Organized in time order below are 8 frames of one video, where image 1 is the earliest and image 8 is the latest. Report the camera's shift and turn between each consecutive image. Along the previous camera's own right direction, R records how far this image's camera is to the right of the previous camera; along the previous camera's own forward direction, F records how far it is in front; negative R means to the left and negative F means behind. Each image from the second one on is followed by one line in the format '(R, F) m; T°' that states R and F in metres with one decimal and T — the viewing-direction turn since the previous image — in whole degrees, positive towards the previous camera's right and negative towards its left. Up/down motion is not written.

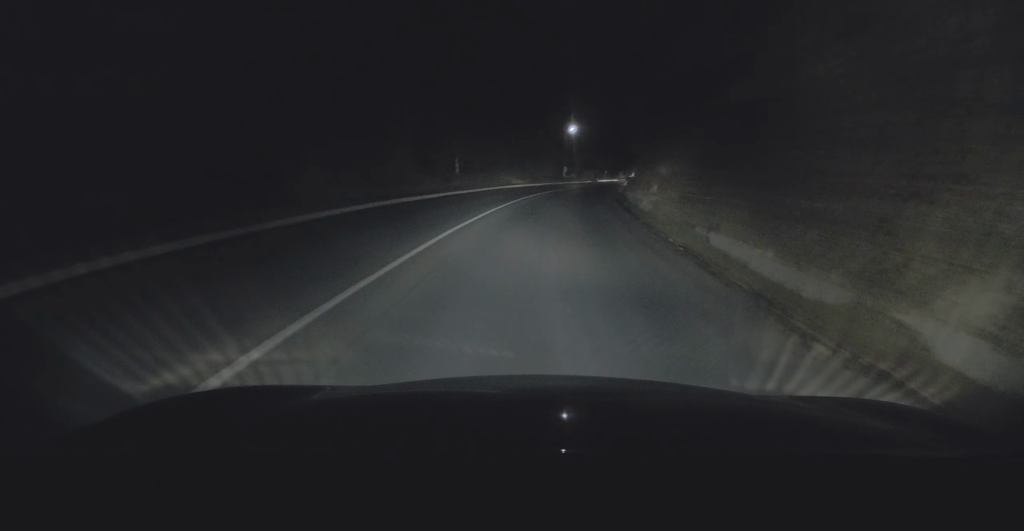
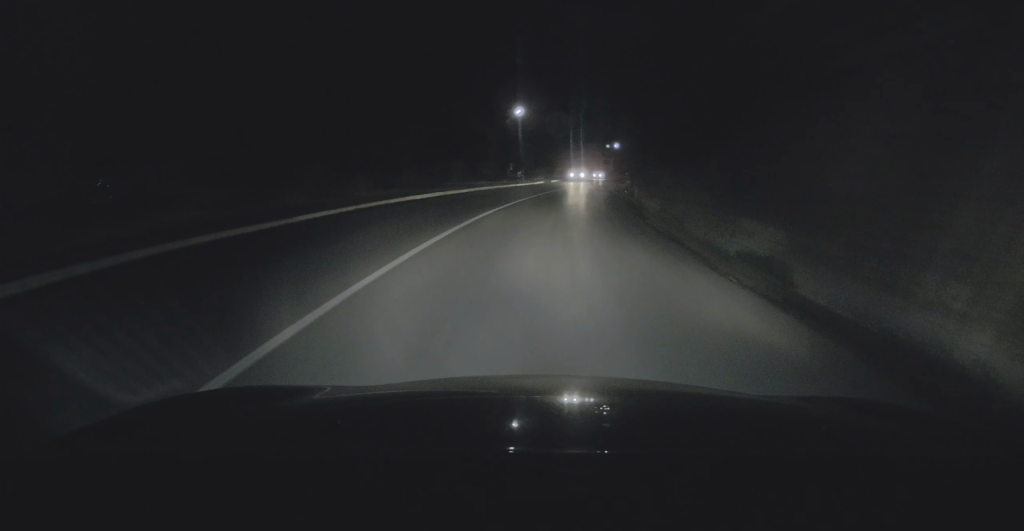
(+1.6, +22.7) m; +8°
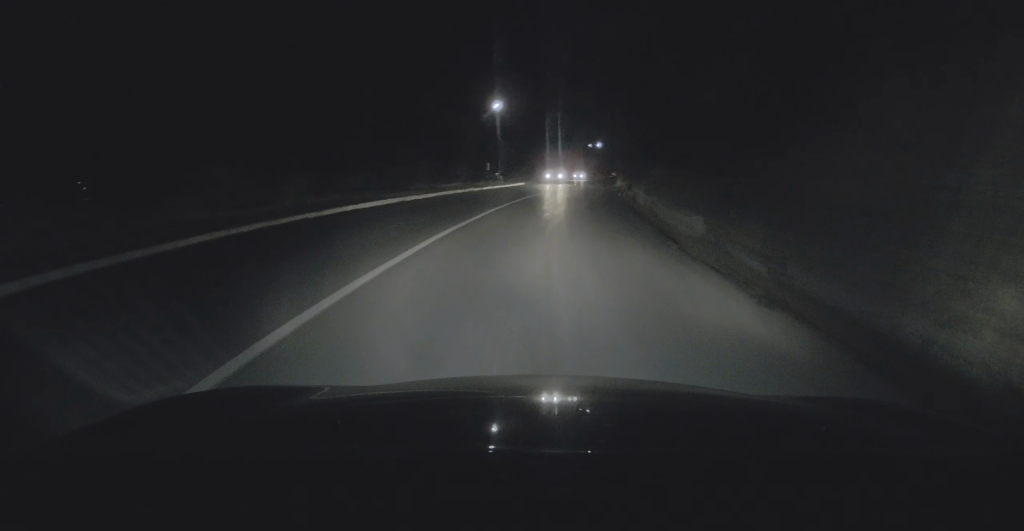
(0.0, +6.4) m; +2°
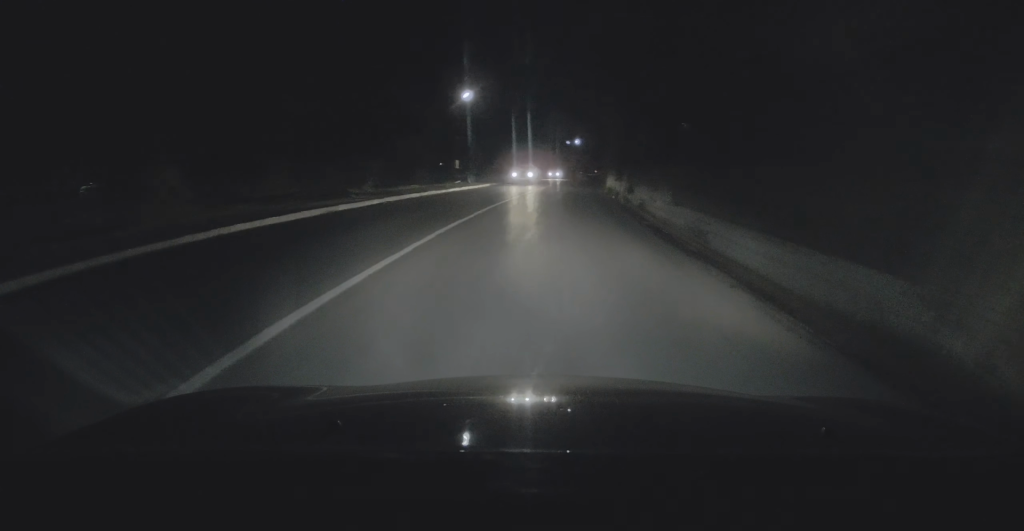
(+0.2, +6.5) m; +2°
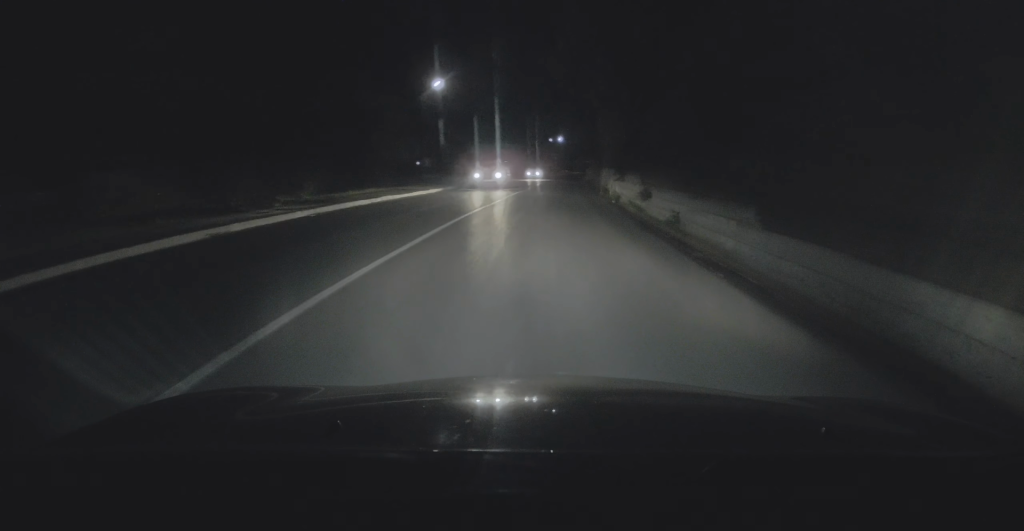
(+0.1, +6.5) m; +2°
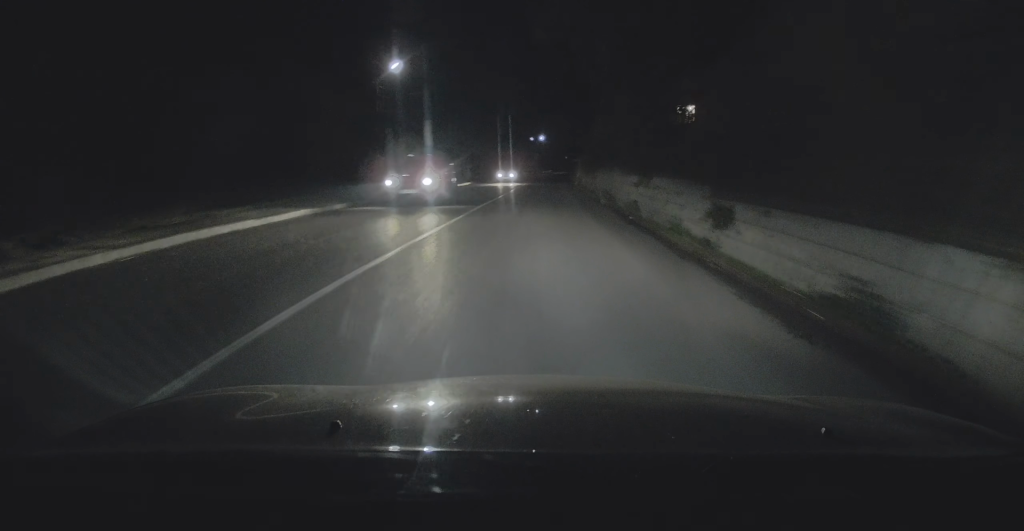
(+0.2, +8.2) m; +1°
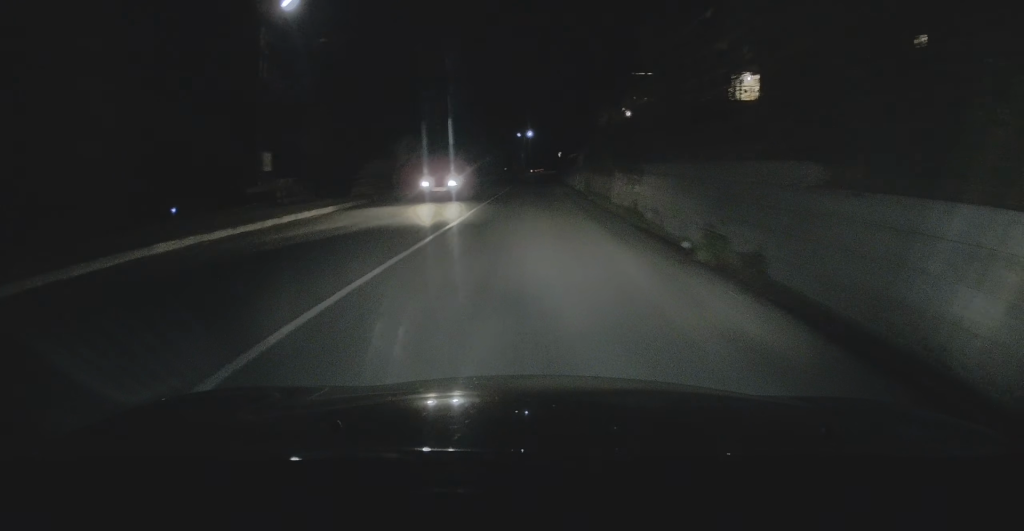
(+0.2, +14.9) m; +1°
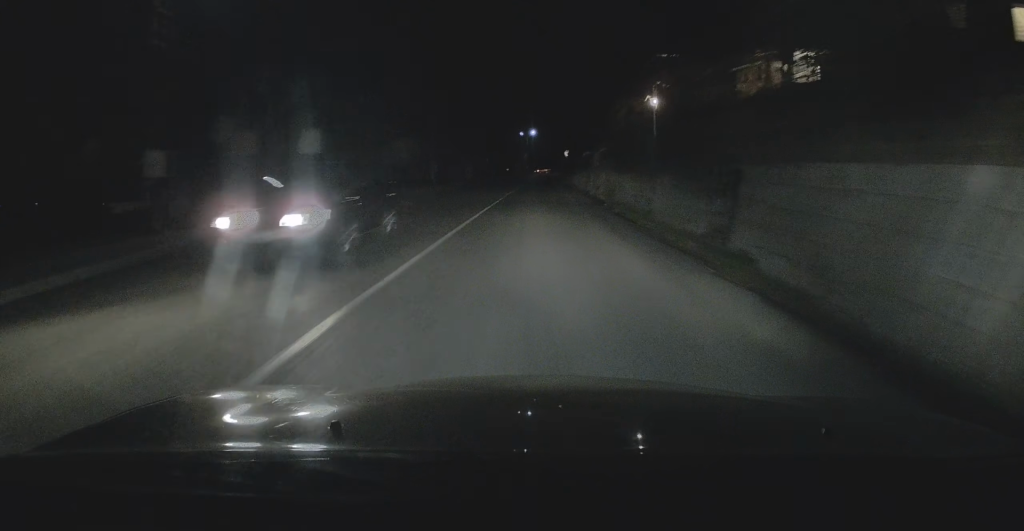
(0.0, +7.1) m; 0°
